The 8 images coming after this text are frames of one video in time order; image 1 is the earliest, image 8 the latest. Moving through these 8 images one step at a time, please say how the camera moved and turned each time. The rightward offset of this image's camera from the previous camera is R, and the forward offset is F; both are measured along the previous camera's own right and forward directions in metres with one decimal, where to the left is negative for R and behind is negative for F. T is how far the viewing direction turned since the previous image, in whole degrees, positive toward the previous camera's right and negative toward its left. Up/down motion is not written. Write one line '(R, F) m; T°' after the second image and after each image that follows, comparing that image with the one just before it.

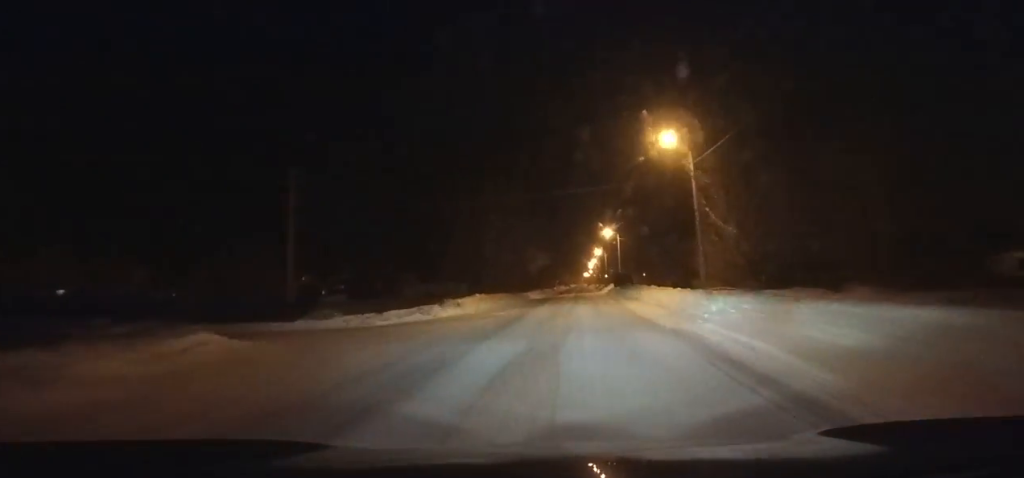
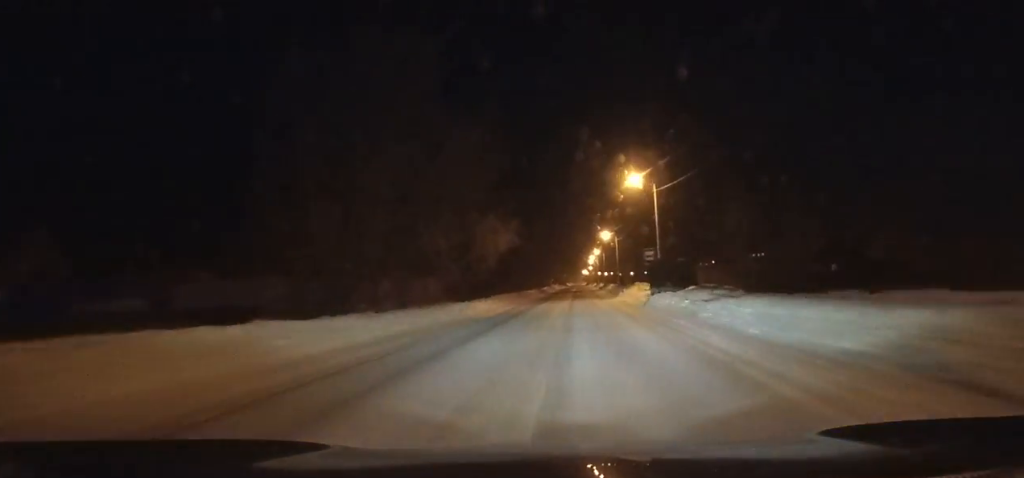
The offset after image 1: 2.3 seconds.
(+0.2, +40.8) m; +1°
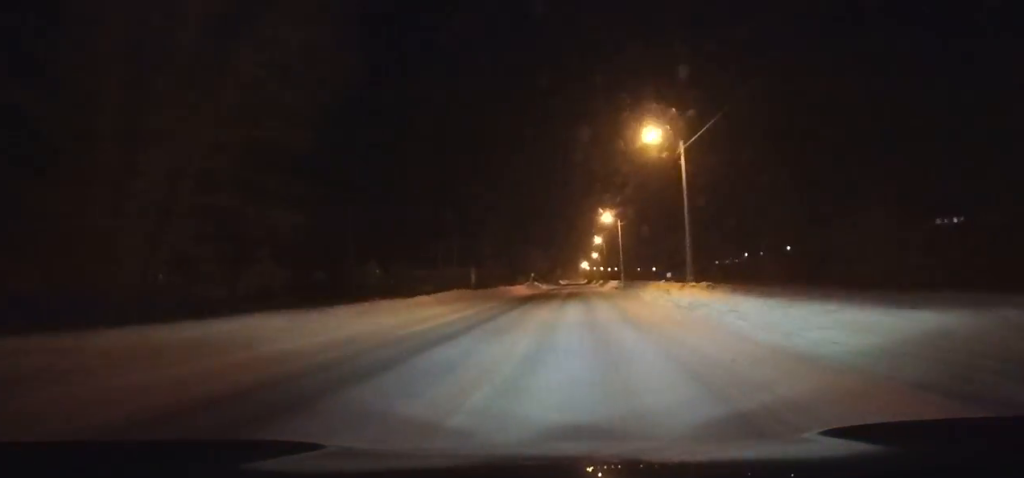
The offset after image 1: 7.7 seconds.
(+0.9, +98.3) m; +1°
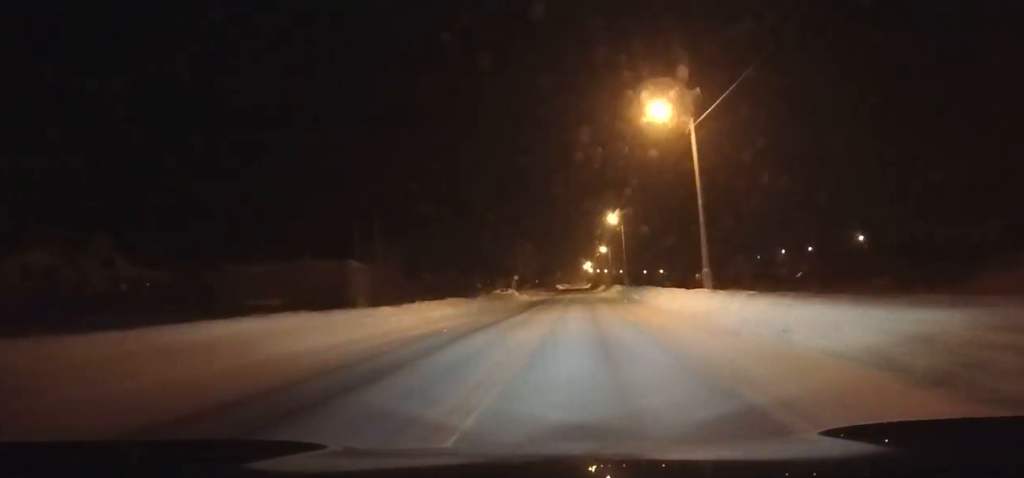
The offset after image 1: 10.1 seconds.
(-0.2, +44.5) m; 0°
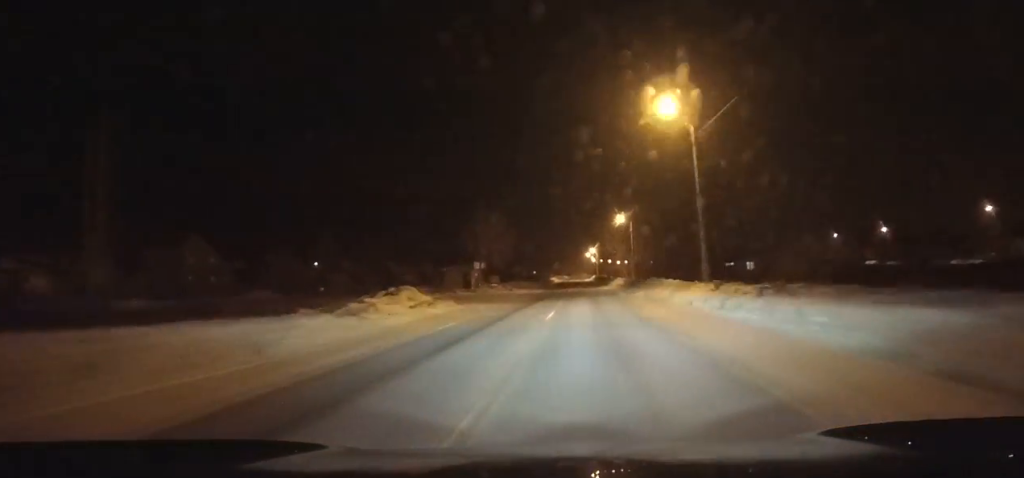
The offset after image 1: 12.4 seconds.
(0.0, +42.9) m; 0°
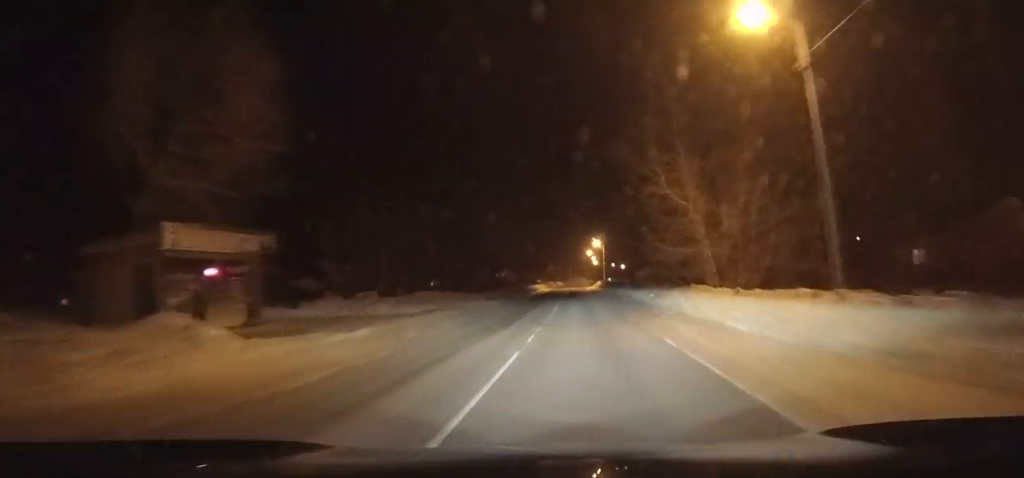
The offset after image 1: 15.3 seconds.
(-0.1, +54.2) m; -1°
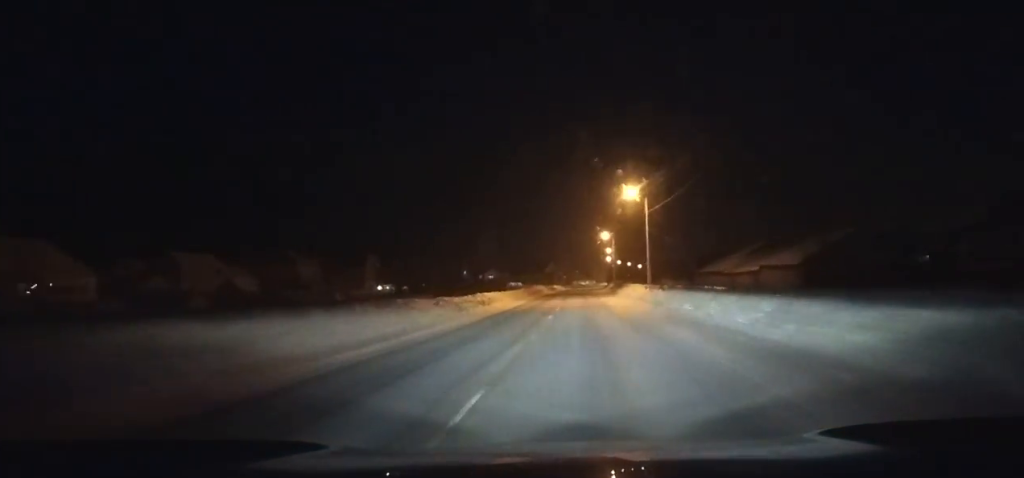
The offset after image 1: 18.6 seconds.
(-0.5, +61.3) m; 0°
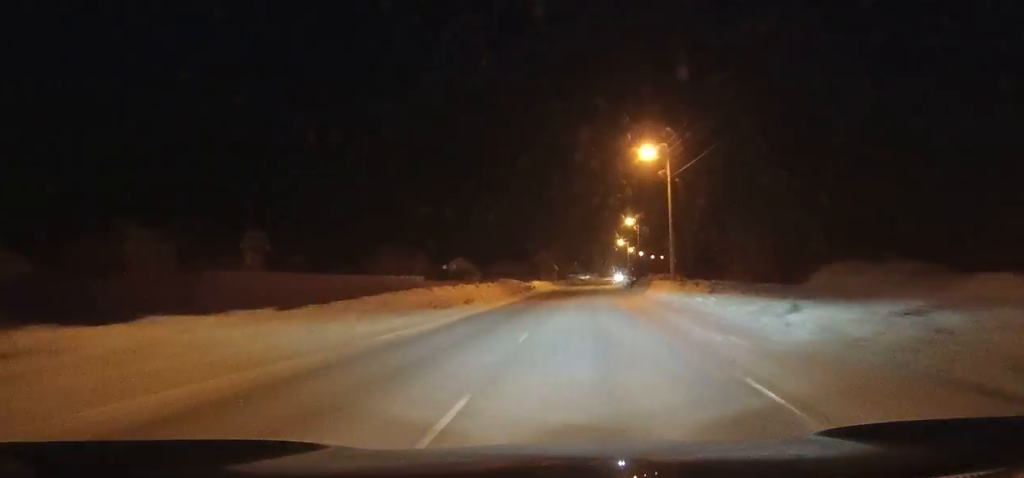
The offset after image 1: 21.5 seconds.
(+0.2, +52.4) m; 0°
